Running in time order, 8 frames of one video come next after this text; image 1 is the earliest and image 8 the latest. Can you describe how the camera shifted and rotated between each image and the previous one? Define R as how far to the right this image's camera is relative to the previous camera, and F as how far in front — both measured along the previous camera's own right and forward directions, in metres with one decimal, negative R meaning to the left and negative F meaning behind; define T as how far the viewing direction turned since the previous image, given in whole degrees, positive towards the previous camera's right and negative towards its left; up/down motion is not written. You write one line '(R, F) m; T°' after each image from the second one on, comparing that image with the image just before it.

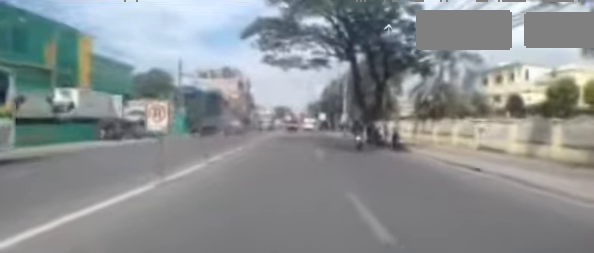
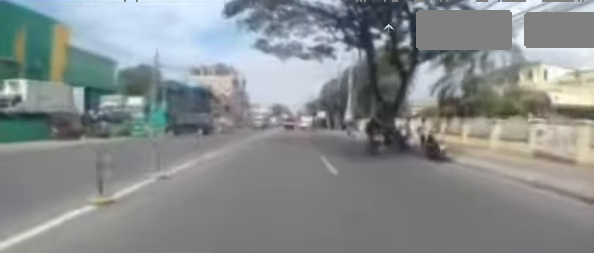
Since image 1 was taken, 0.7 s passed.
(+0.2, +4.9) m; +2°
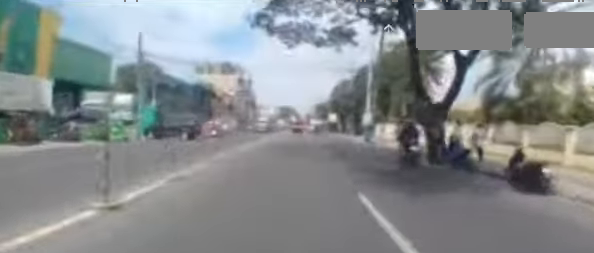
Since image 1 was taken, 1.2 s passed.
(+0.1, +4.4) m; +1°
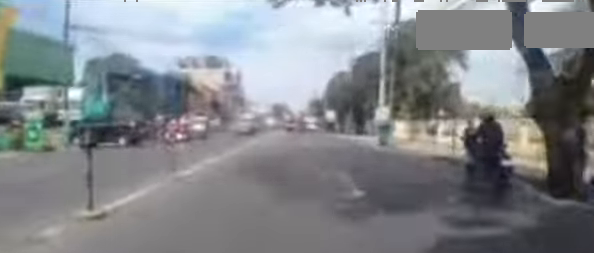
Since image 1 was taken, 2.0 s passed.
(-0.1, +6.4) m; -2°
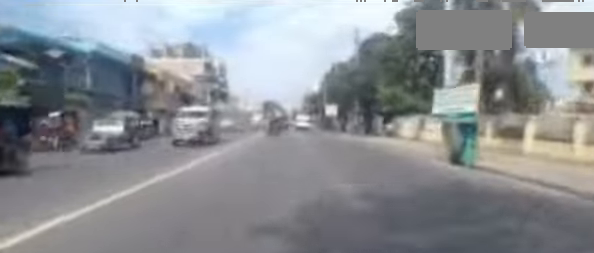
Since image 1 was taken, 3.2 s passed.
(-0.2, +10.0) m; -2°
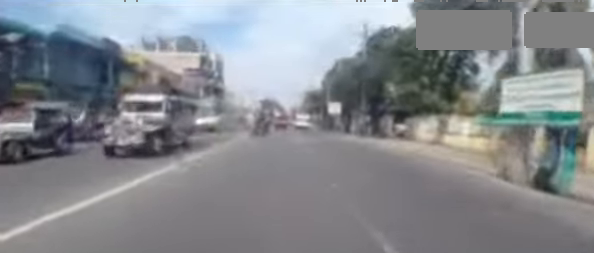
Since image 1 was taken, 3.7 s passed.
(0.0, +4.2) m; 0°
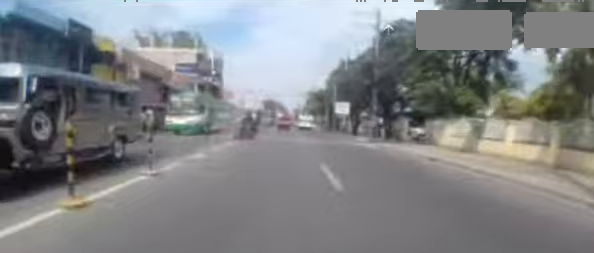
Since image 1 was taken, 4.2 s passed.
(0.0, +3.8) m; 0°
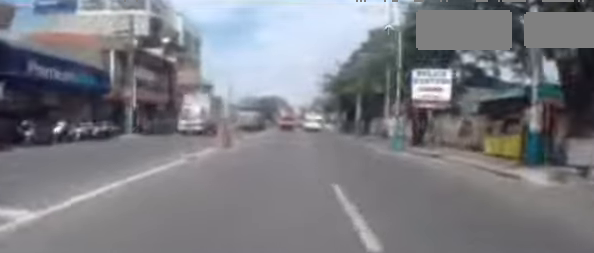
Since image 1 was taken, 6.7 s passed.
(+0.3, +20.0) m; +2°
